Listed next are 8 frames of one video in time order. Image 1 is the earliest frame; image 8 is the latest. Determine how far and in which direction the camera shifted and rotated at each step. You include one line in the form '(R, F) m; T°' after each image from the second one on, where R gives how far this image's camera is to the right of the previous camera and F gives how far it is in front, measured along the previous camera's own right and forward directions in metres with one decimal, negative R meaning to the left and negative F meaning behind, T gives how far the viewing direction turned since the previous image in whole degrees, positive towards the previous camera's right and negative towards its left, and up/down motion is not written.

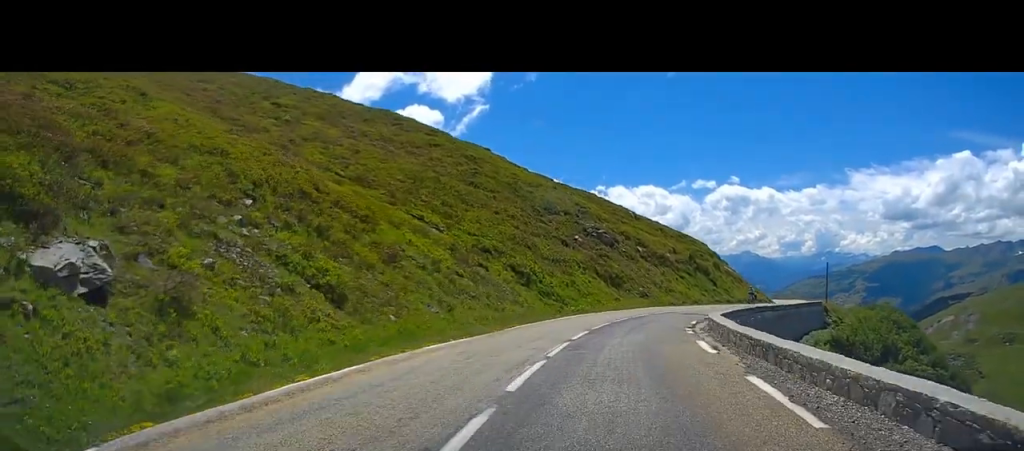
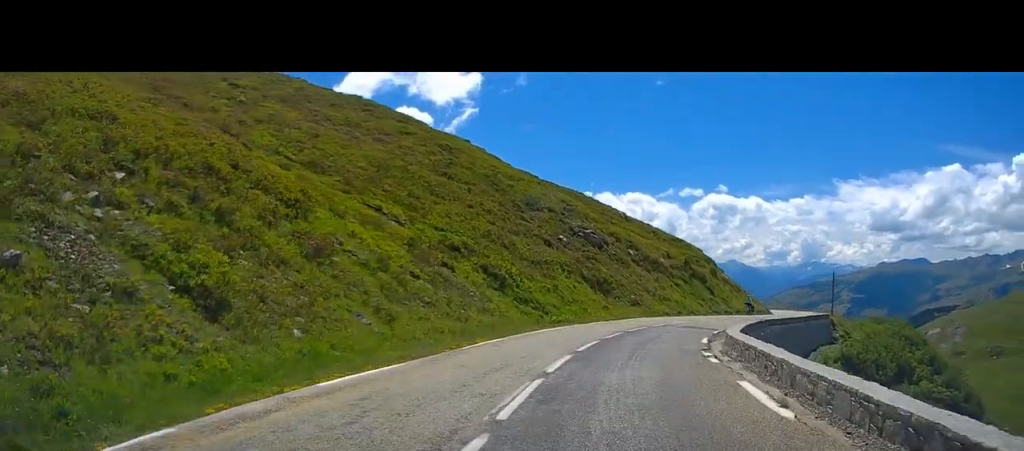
(-0.1, +5.1) m; +2°
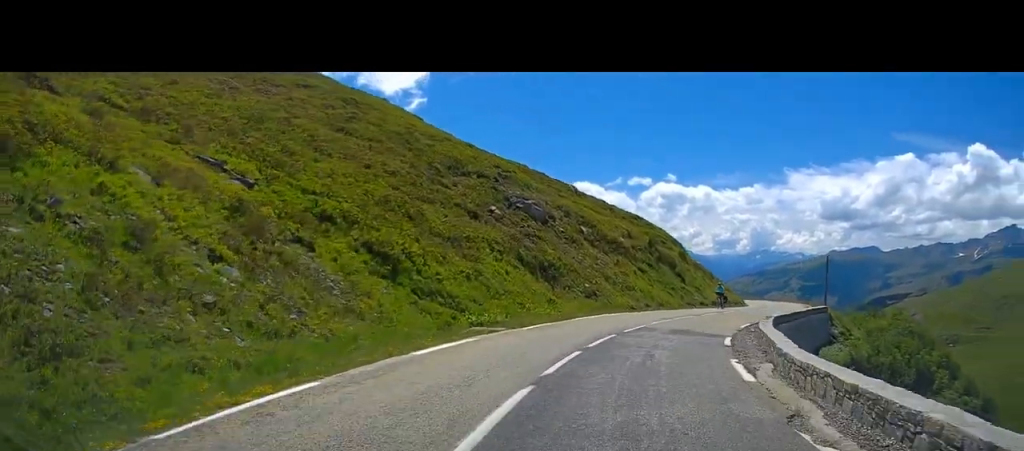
(+0.6, +9.9) m; +13°
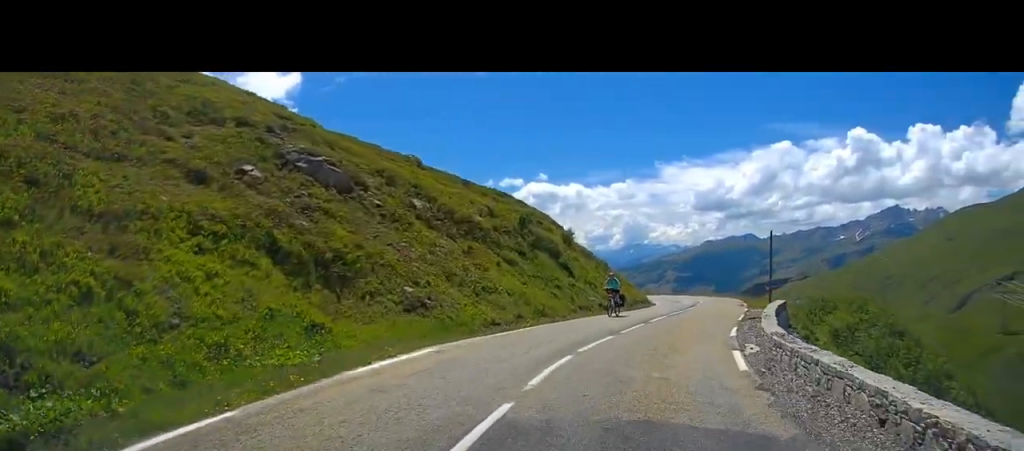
(+2.9, +14.7) m; +13°
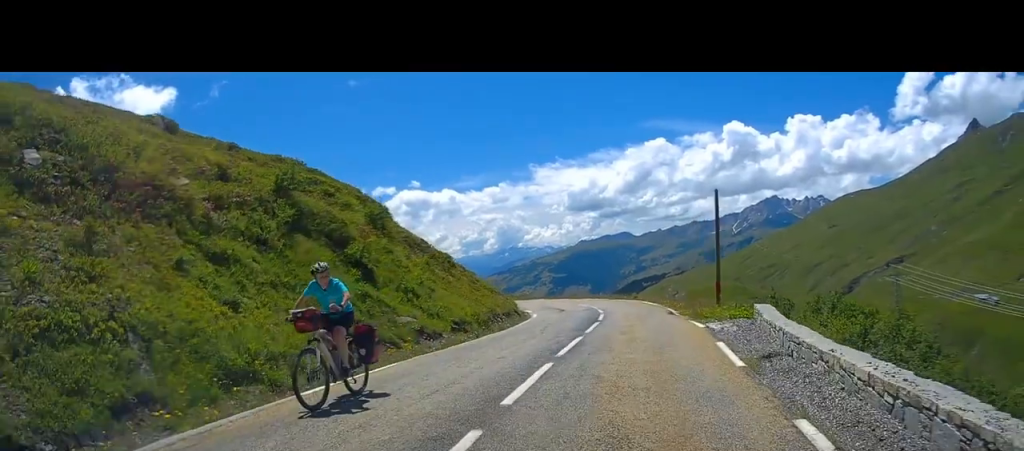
(-0.4, +15.5) m; +1°
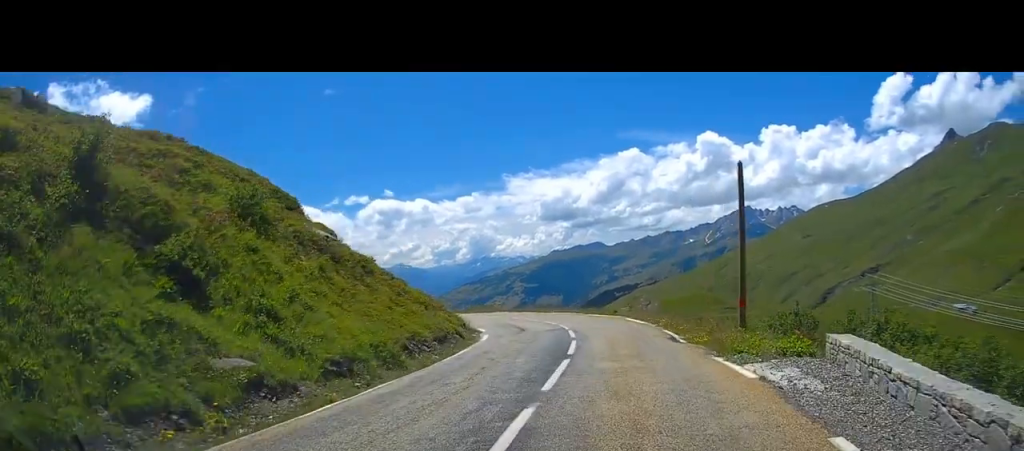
(+0.4, +7.2) m; +1°
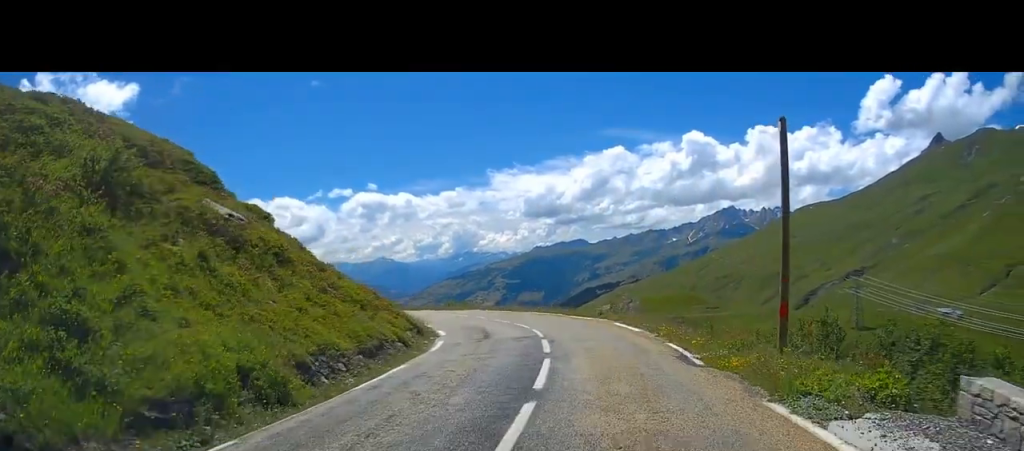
(0.0, +4.6) m; -1°
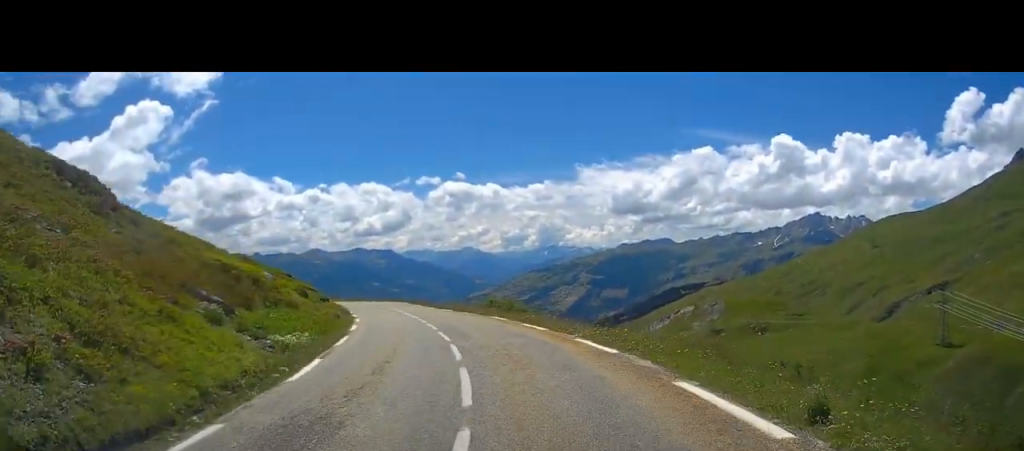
(-1.6, +18.9) m; -11°
